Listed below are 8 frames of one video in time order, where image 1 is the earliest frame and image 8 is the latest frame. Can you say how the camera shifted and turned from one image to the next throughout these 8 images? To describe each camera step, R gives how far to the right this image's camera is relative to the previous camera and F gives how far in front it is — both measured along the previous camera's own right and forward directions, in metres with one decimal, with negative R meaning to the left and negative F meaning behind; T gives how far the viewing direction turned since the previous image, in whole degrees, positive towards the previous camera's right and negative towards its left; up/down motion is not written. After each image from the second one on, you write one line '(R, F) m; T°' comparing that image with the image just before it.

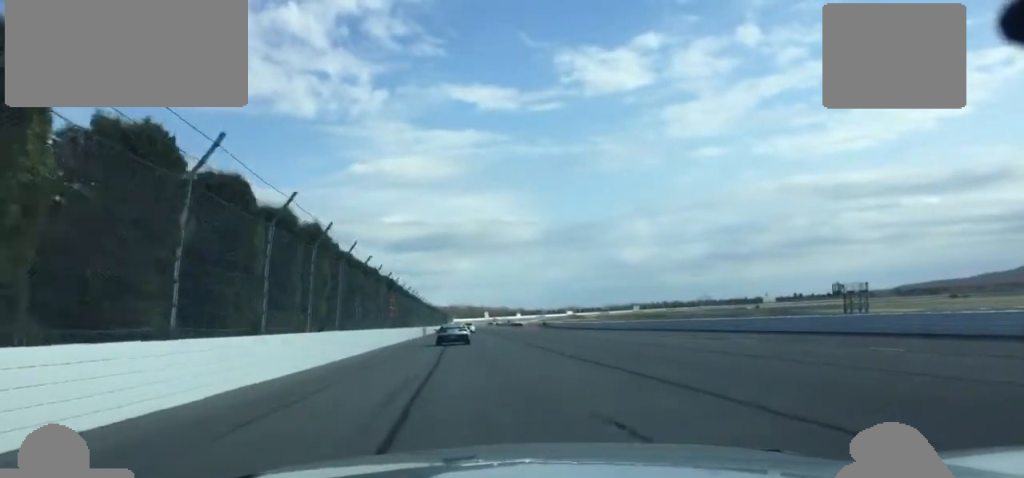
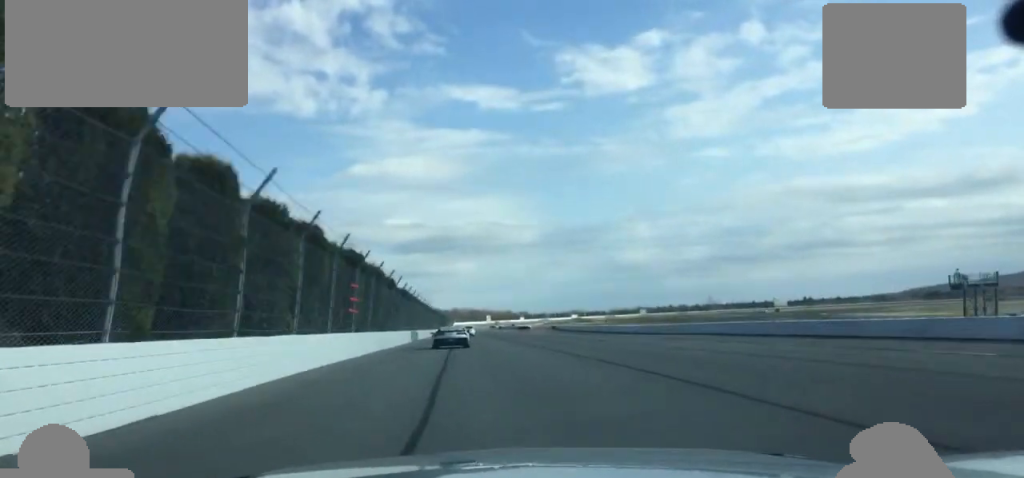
(0.0, +27.7) m; 0°
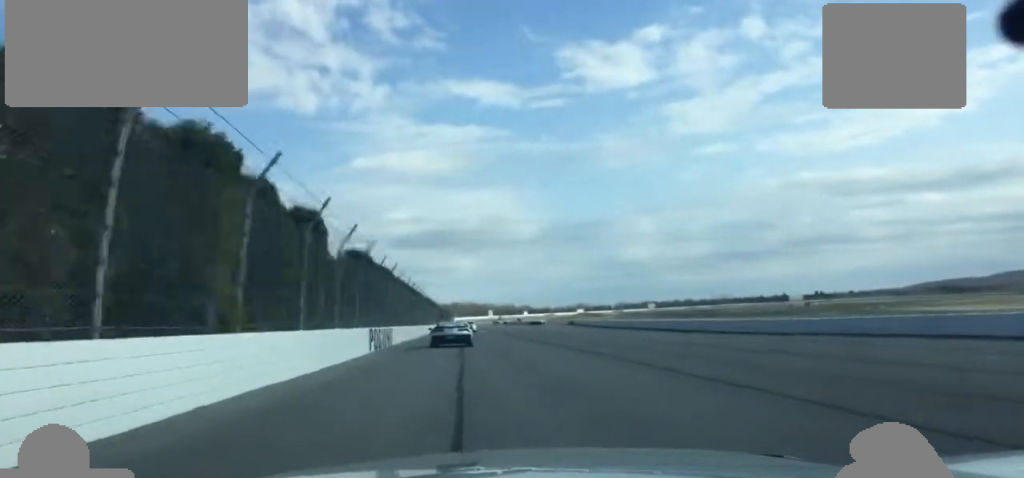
(+0.5, +37.5) m; 0°
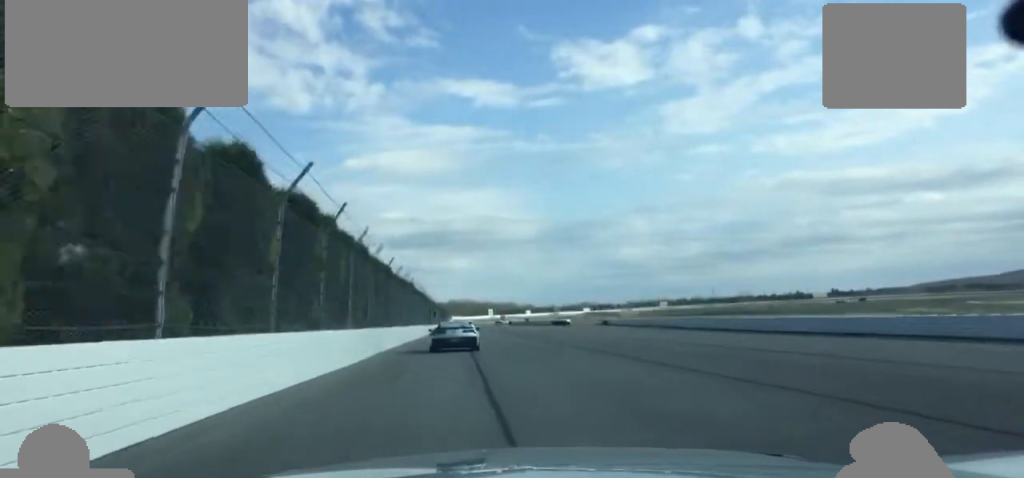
(-0.6, +59.9) m; 0°
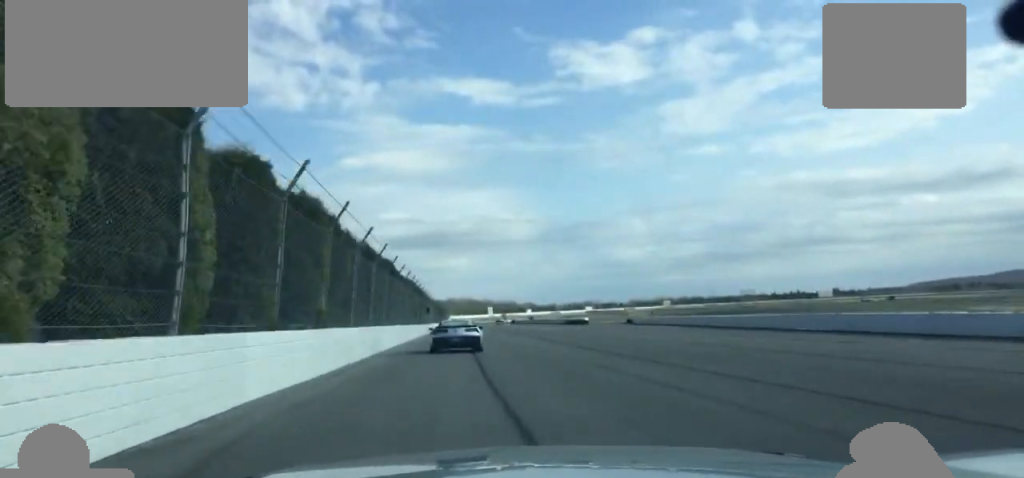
(+0.1, +30.8) m; +1°
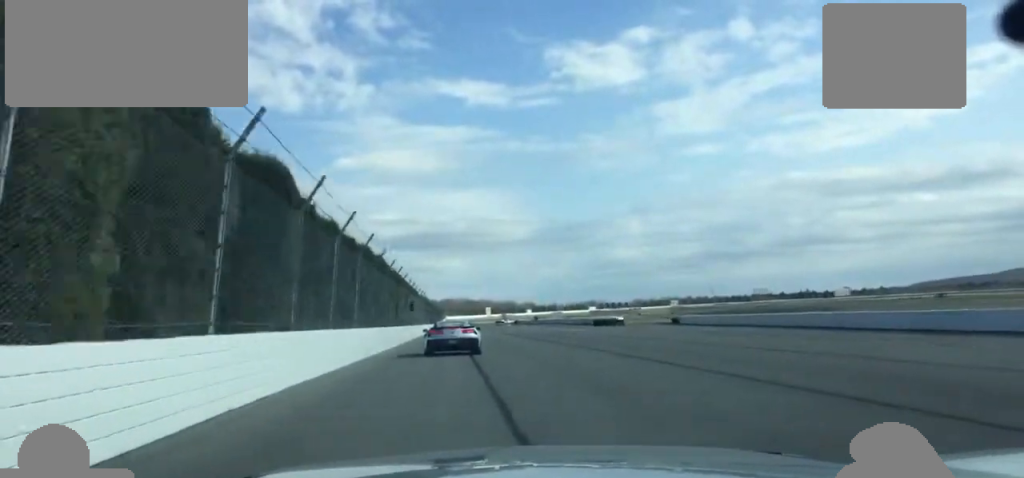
(+0.2, +35.4) m; +1°
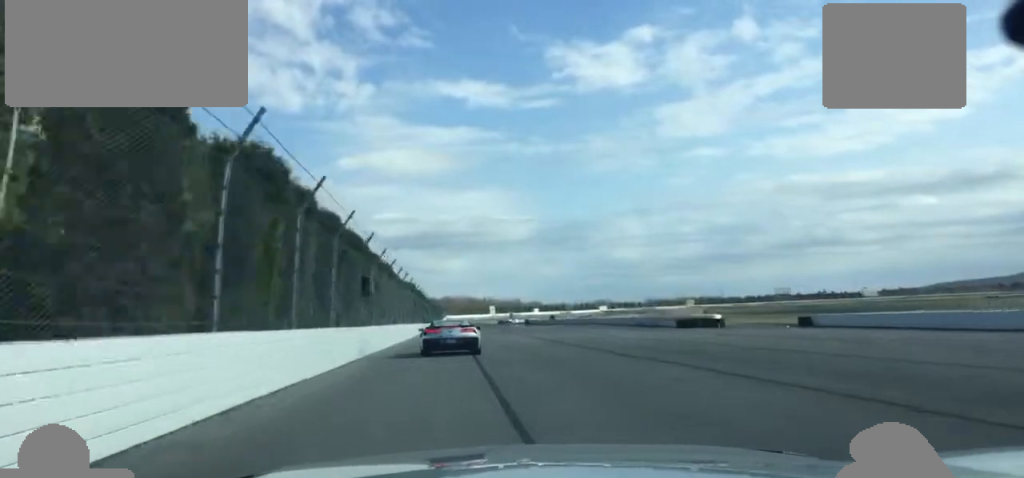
(+0.4, +44.8) m; 0°
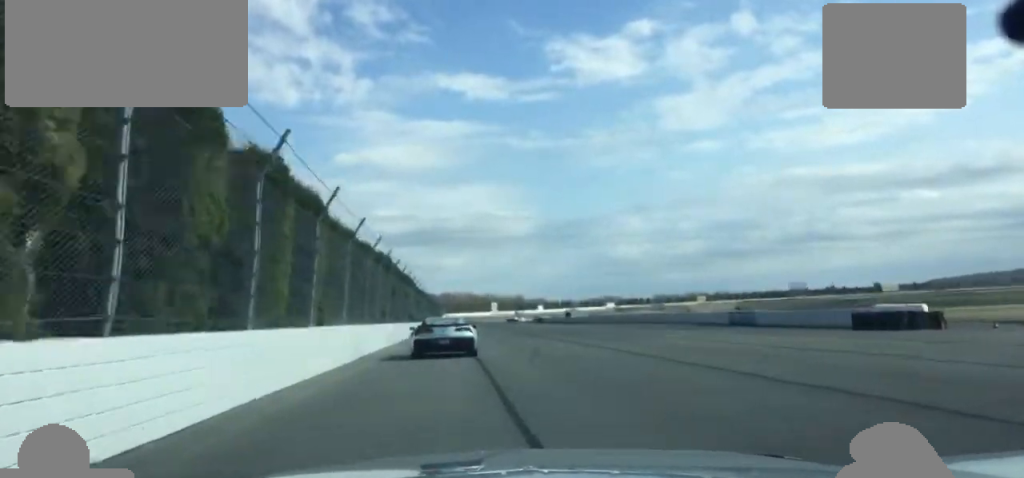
(0.0, +33.9) m; 0°
